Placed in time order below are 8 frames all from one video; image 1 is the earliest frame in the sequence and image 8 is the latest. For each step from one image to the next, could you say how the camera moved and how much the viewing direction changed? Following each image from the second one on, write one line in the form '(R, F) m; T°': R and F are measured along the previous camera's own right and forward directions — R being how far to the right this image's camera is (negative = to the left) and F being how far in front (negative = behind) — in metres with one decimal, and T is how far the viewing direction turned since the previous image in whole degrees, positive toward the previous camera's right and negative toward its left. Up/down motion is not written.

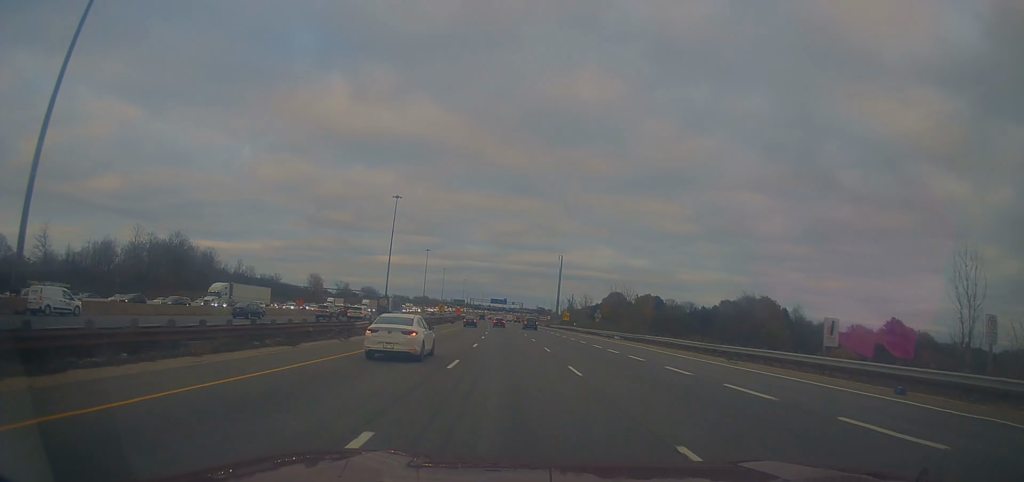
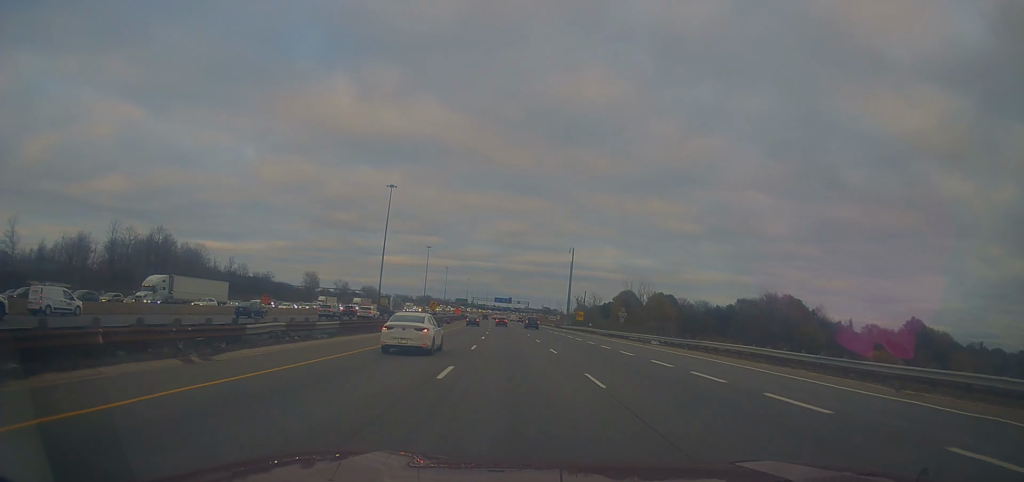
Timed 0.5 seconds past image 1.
(+0.3, +15.1) m; 0°
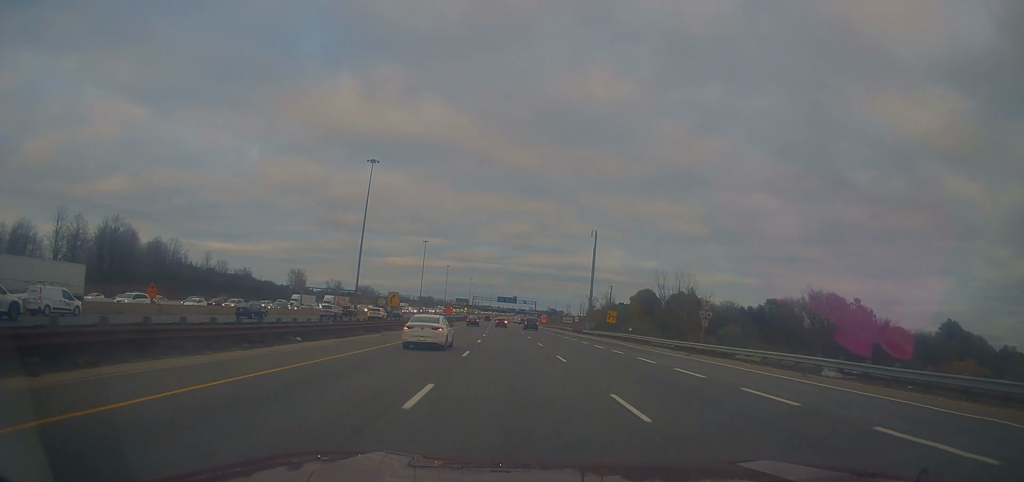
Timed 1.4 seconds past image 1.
(-0.1, +28.3) m; -1°
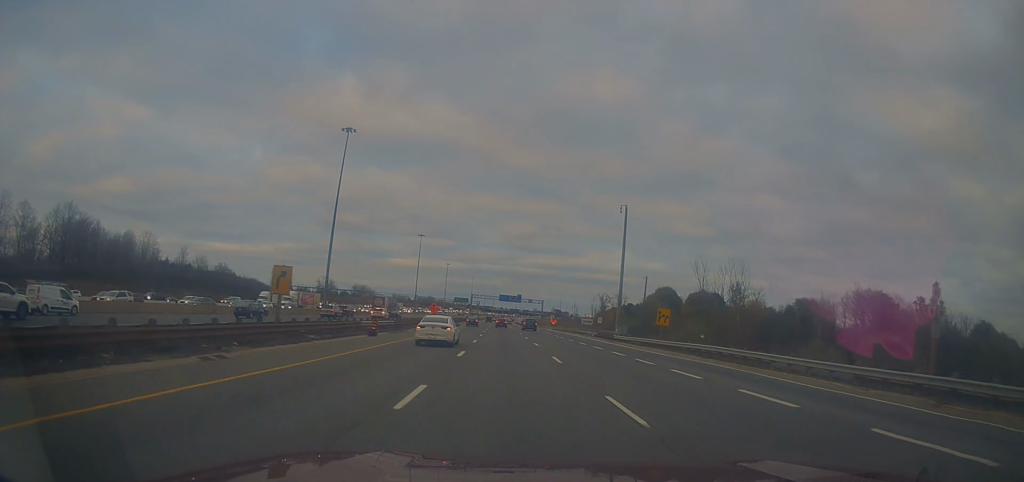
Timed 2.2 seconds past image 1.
(-0.4, +24.3) m; -1°
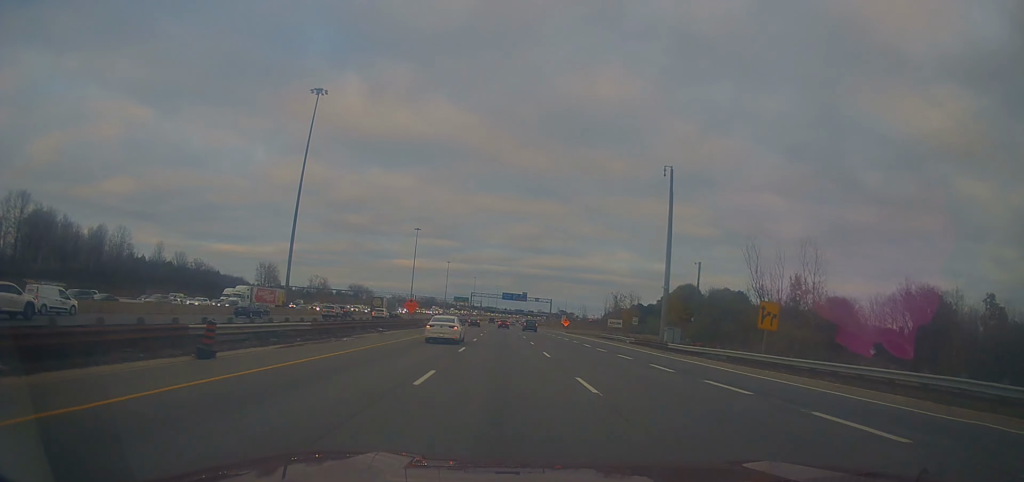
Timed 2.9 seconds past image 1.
(-0.3, +21.3) m; 0°
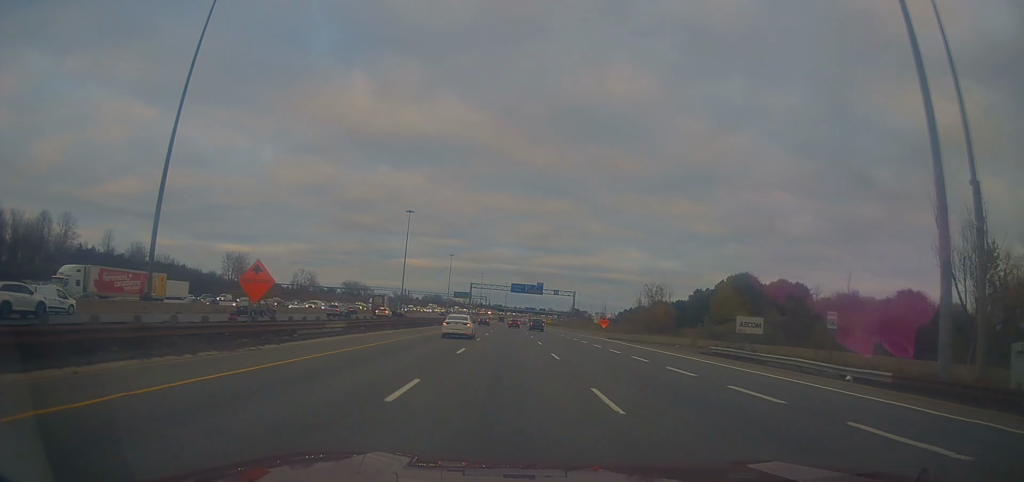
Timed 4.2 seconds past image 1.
(+0.4, +38.5) m; 0°
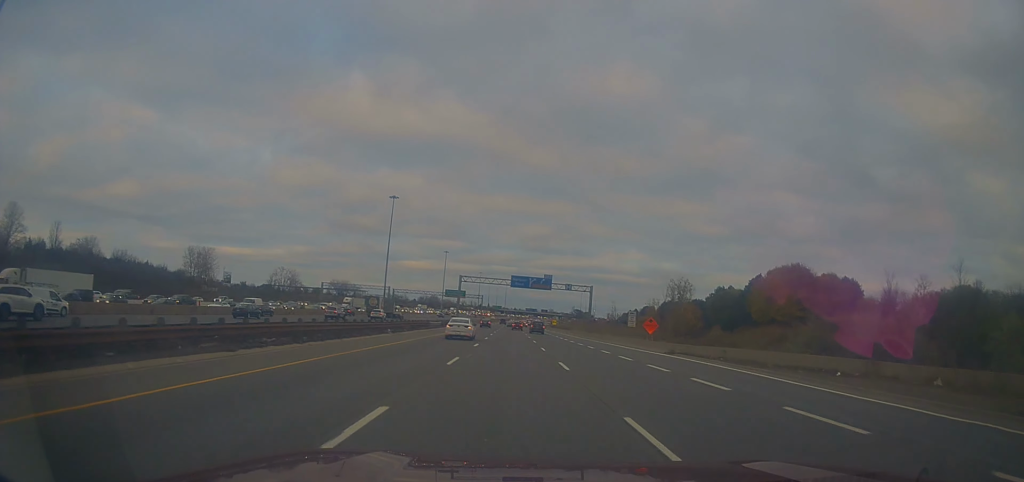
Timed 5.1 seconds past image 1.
(-0.1, +27.4) m; 0°
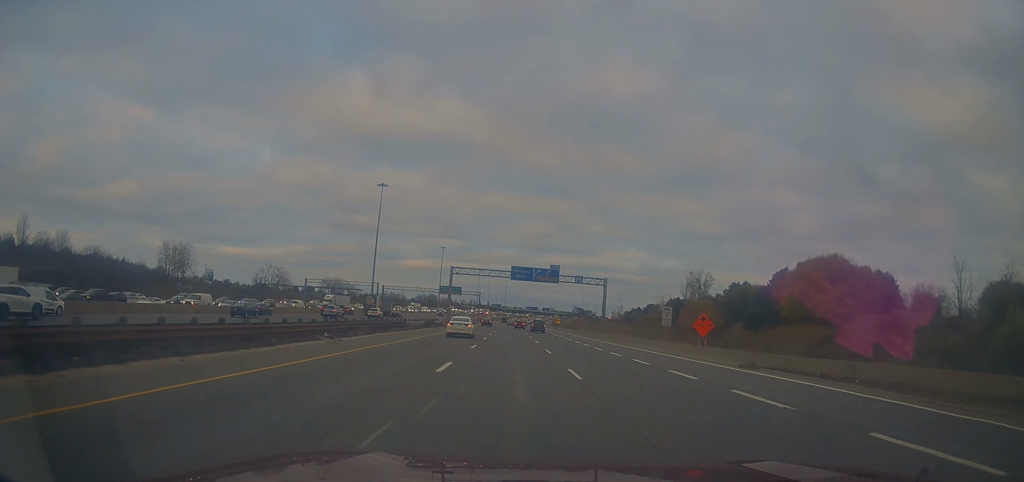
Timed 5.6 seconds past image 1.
(0.0, +15.2) m; 0°
